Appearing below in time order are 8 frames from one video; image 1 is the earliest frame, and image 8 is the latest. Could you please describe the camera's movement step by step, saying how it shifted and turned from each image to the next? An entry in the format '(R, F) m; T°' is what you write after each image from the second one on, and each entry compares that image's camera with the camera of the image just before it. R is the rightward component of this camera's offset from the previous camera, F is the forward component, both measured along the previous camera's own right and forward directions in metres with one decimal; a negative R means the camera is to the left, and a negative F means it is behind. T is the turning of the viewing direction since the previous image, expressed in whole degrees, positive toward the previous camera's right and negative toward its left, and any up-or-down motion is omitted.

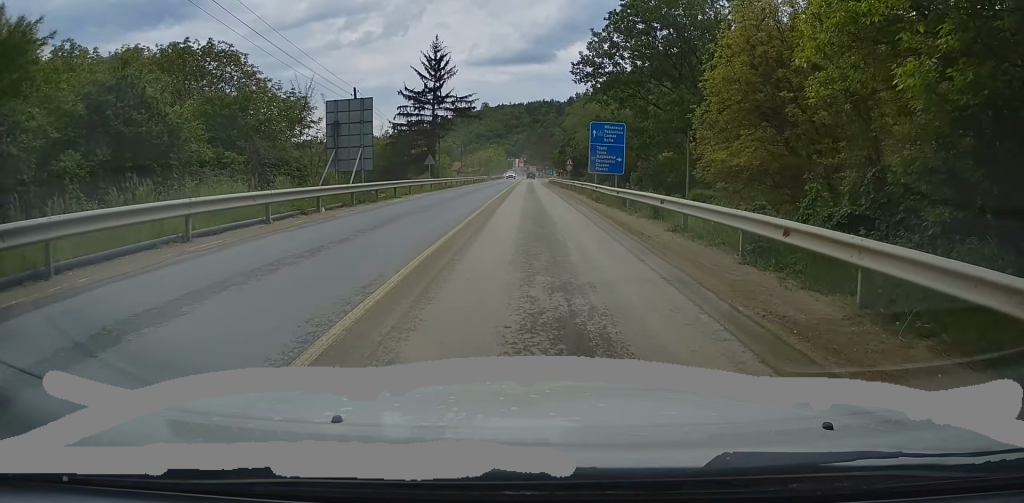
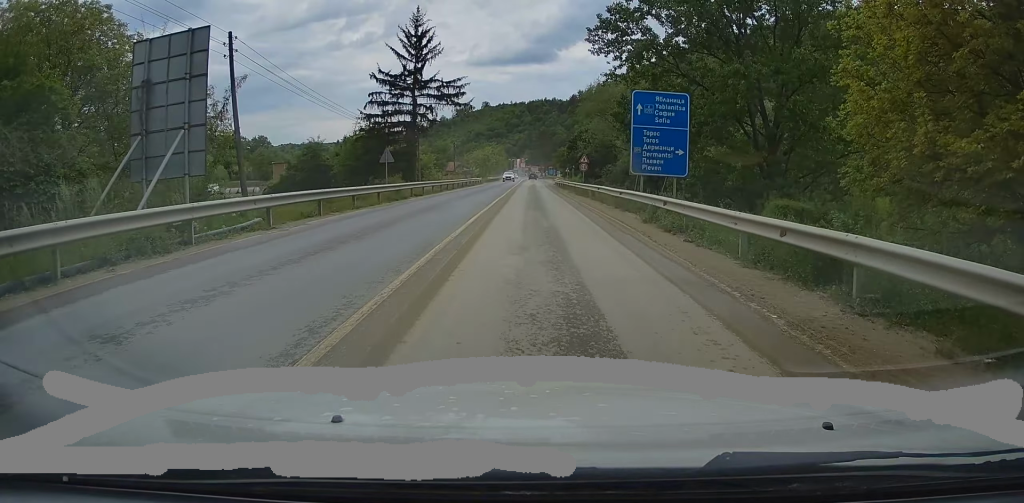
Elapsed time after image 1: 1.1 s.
(+0.2, +15.6) m; +2°
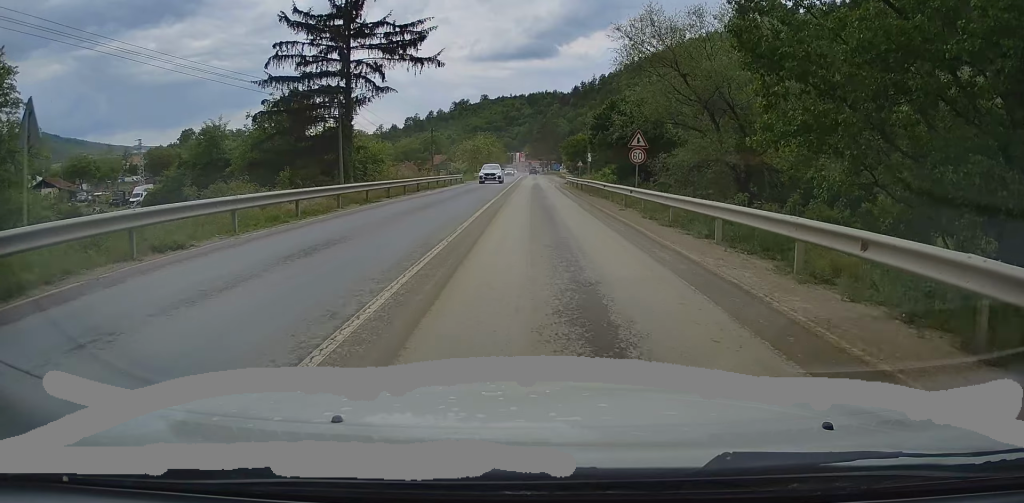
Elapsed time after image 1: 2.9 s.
(+0.1, +25.6) m; -2°
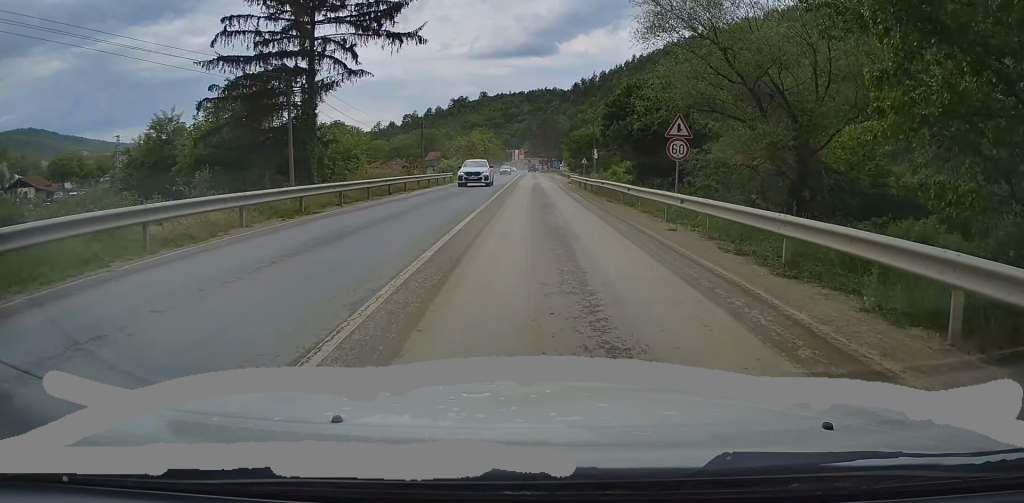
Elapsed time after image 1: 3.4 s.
(-0.1, +7.5) m; 0°
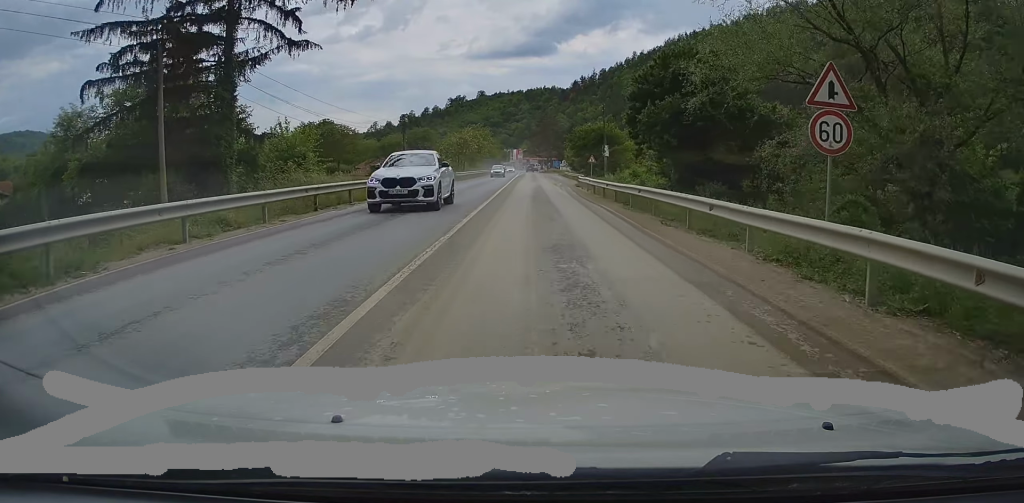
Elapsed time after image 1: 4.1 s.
(0.0, +10.5) m; 0°
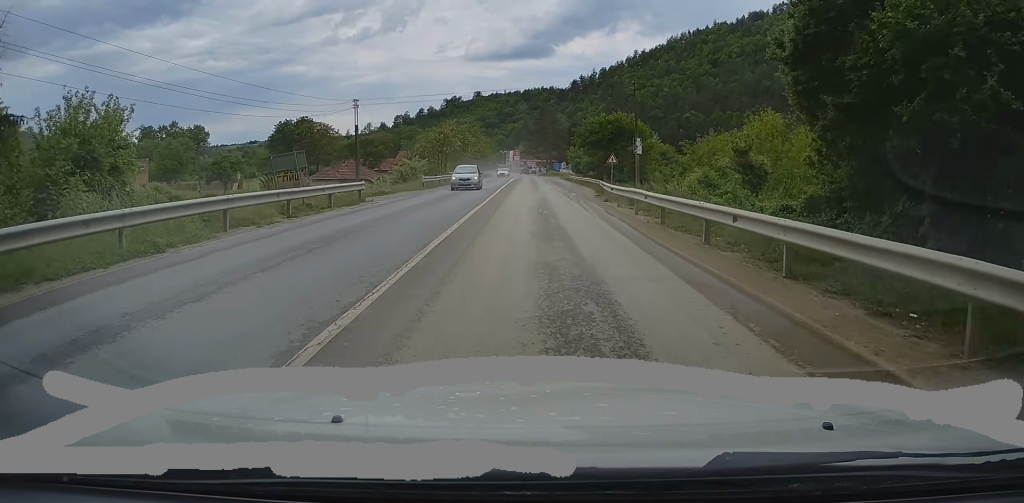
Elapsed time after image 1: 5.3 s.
(0.0, +18.0) m; +1°
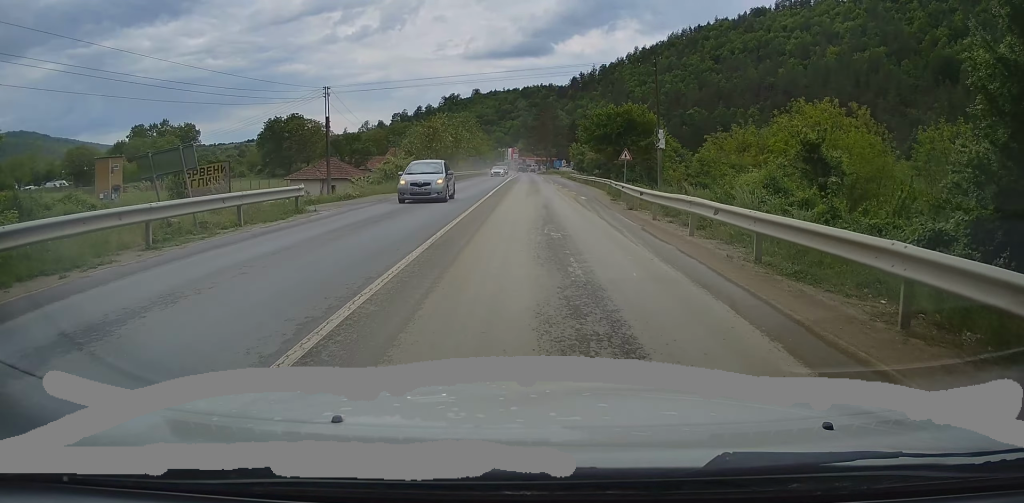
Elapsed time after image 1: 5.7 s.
(-0.1, +7.0) m; +1°
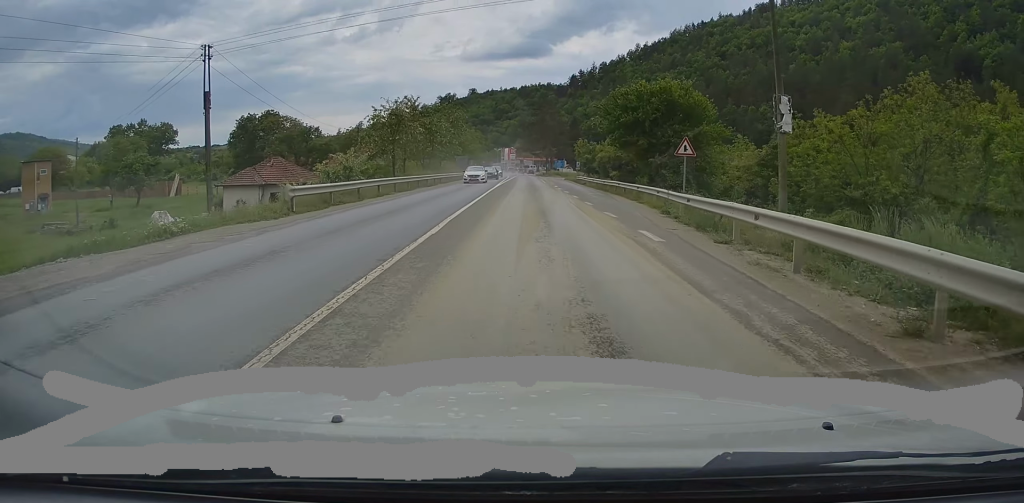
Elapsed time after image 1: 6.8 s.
(+0.3, +16.4) m; +1°
